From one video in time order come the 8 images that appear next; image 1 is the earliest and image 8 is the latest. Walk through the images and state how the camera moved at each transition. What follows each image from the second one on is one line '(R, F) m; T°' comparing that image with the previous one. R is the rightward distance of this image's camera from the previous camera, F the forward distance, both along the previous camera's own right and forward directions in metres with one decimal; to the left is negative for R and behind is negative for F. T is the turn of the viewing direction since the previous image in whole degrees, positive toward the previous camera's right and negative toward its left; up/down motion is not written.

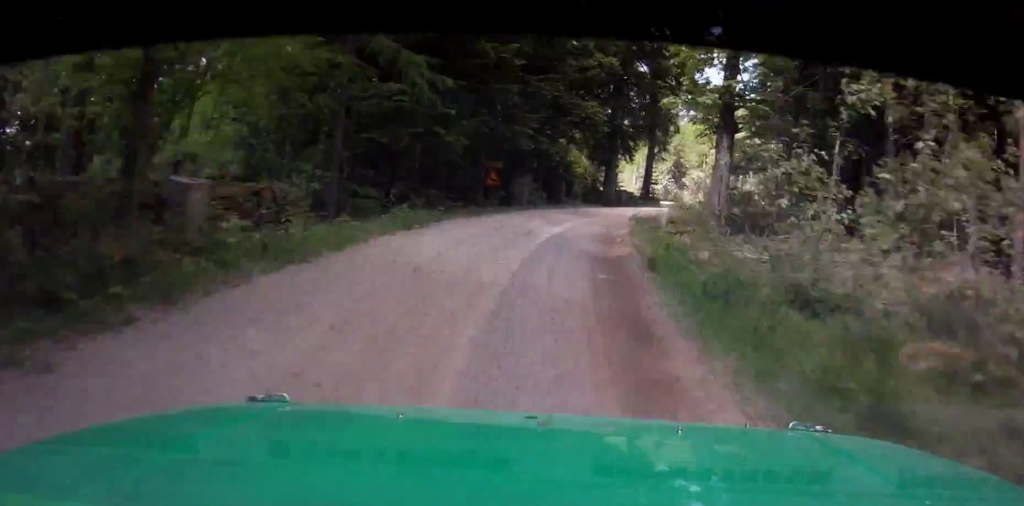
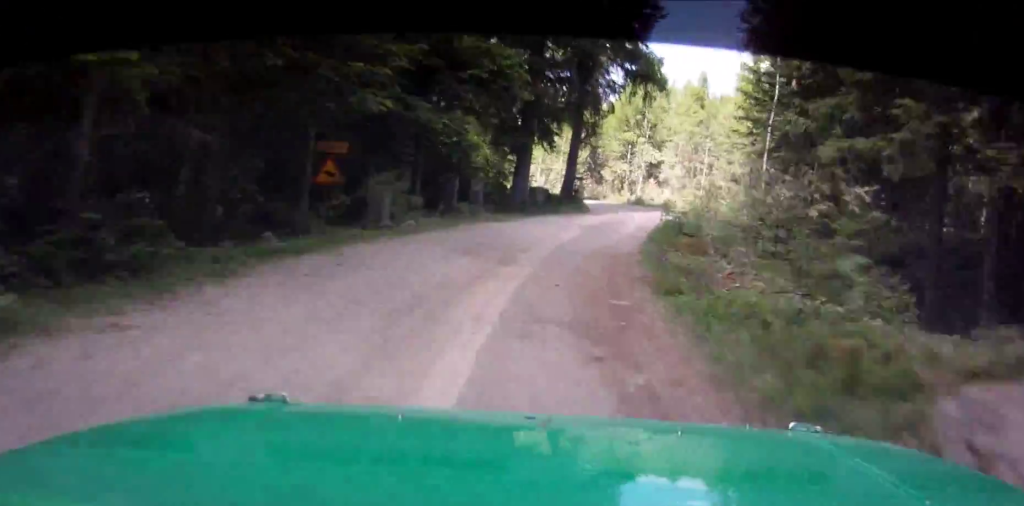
(+0.7, +14.3) m; +5°
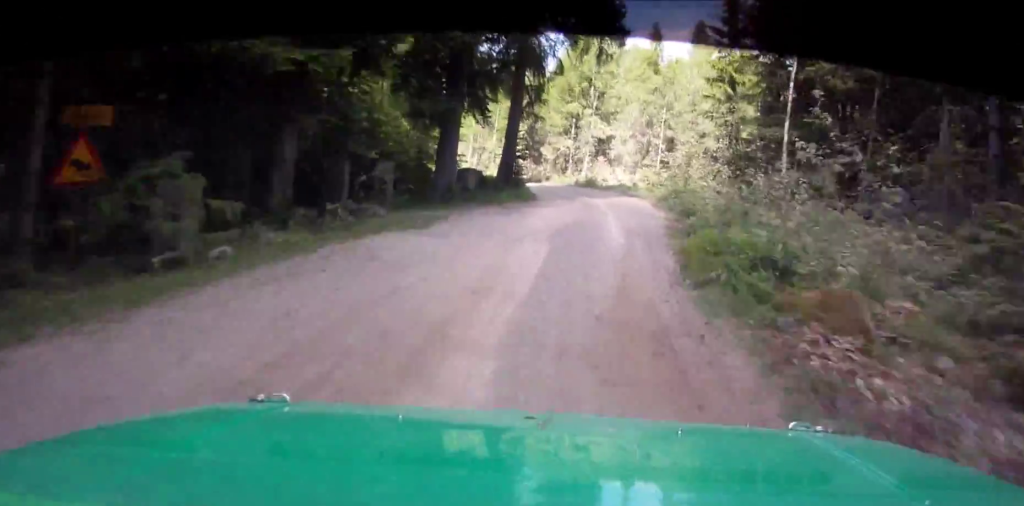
(+0.4, +8.9) m; +1°
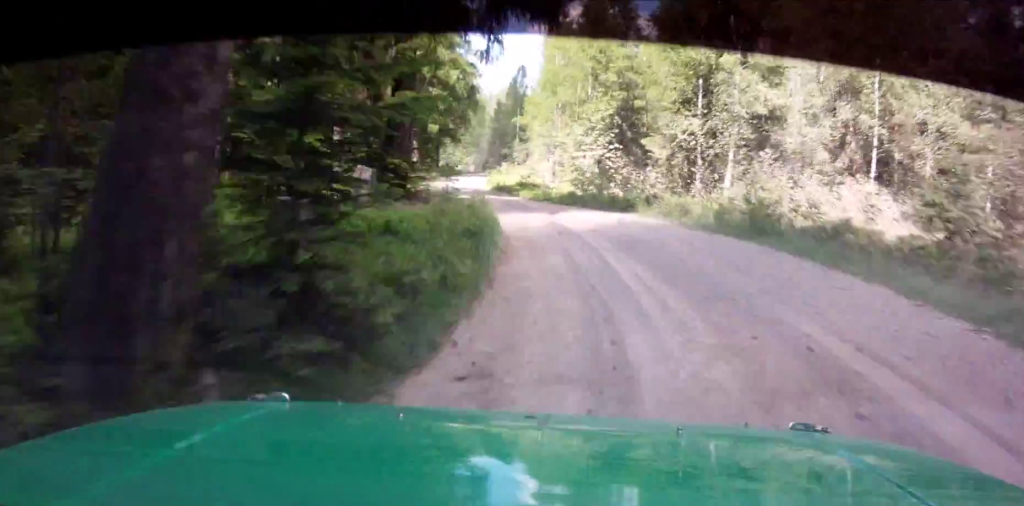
(+0.9, +31.7) m; 0°
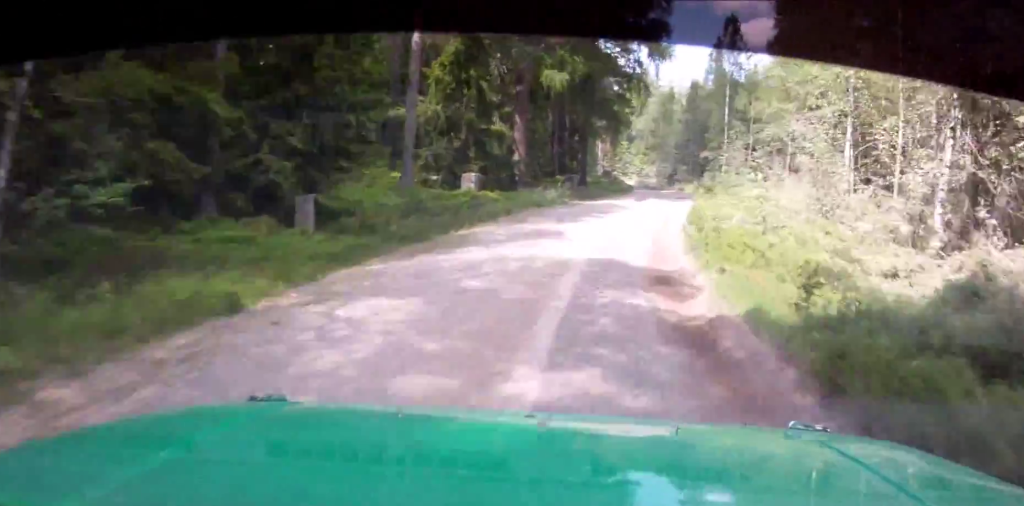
(-3.6, +42.8) m; -8°
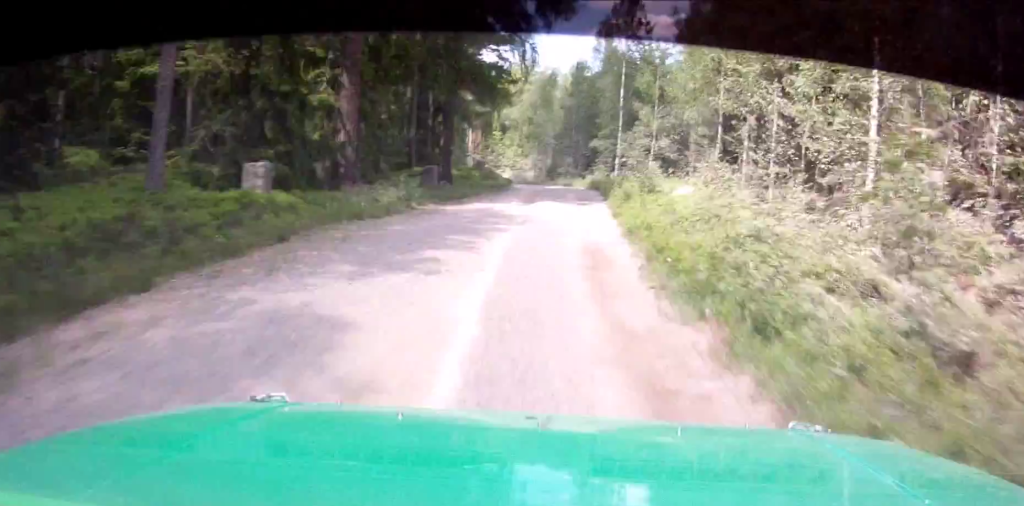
(-0.2, +11.0) m; -1°
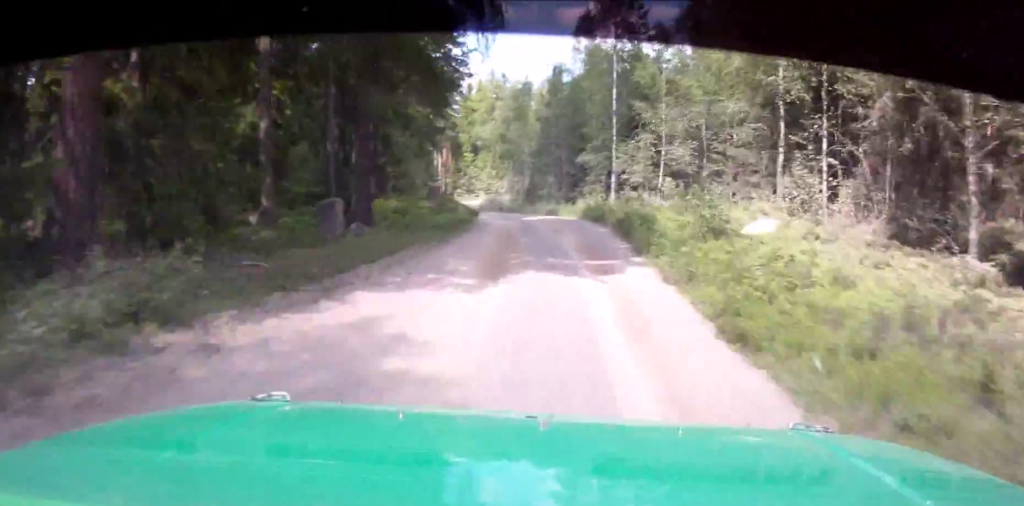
(+0.1, +13.5) m; -1°
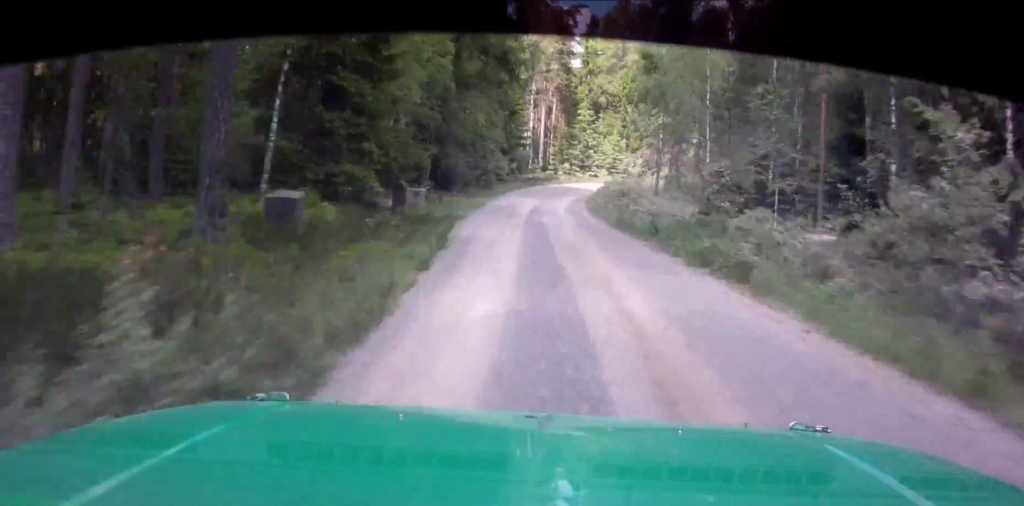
(-2.1, +48.2) m; -3°
